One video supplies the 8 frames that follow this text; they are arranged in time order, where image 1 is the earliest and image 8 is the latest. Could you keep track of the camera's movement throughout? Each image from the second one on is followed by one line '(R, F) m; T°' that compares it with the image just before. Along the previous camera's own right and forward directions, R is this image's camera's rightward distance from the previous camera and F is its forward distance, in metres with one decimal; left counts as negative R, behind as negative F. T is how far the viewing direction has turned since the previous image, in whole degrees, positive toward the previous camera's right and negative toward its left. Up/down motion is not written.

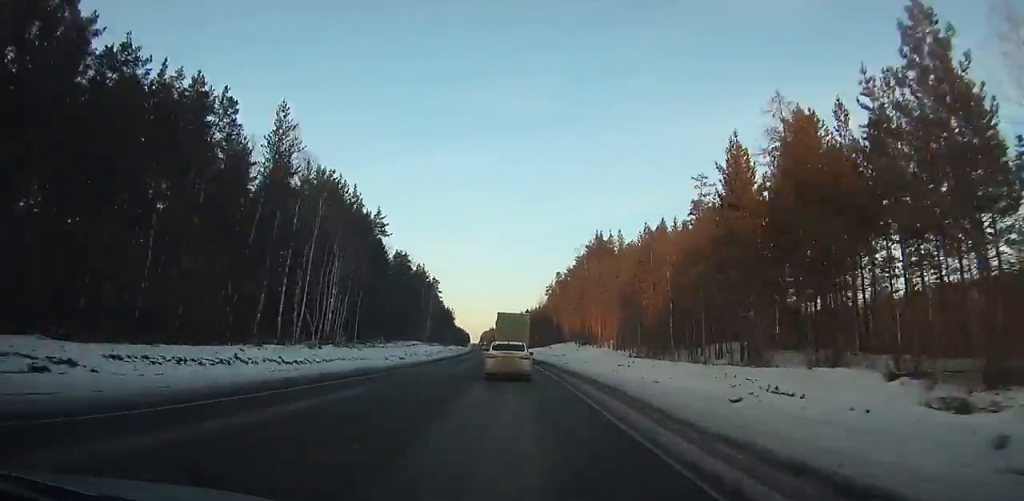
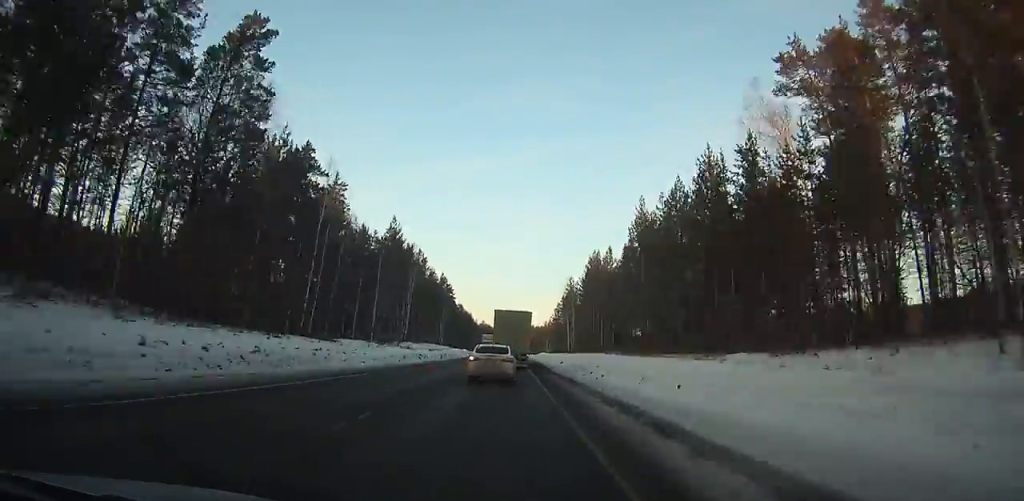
(-5.4, +161.6) m; -3°
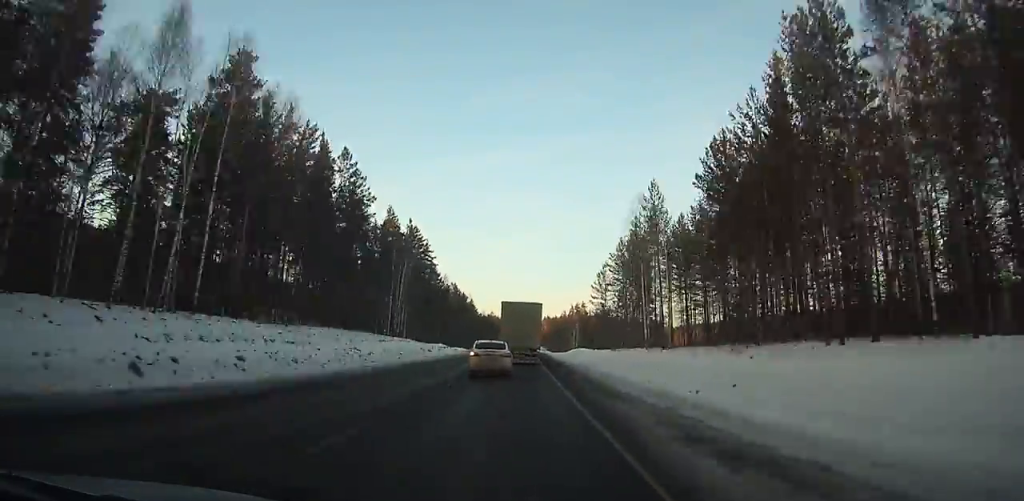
(-0.6, +69.2) m; -1°
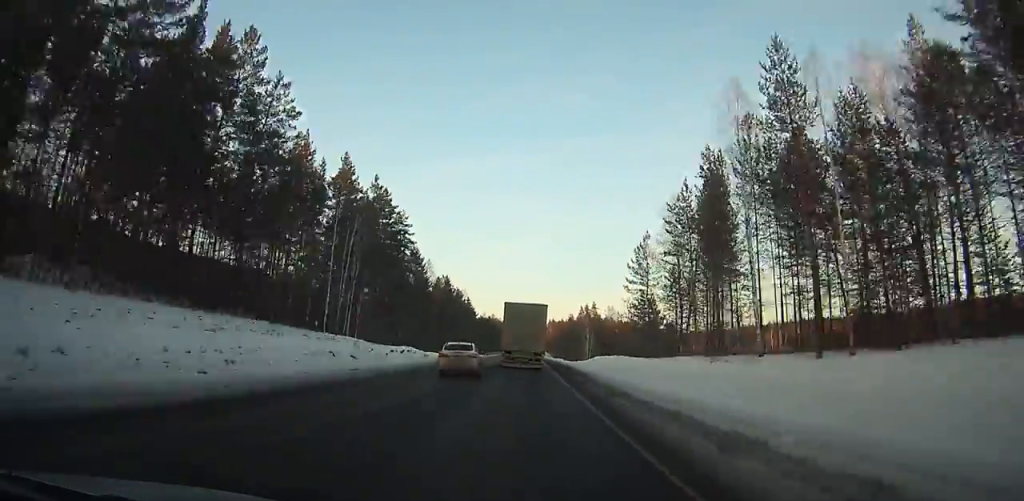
(-0.3, +30.7) m; 0°
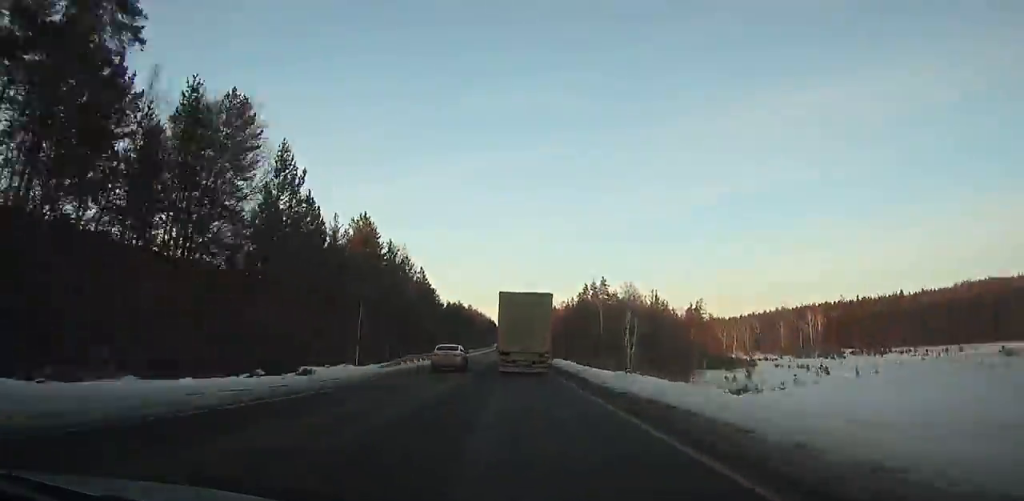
(+0.4, +72.8) m; 0°
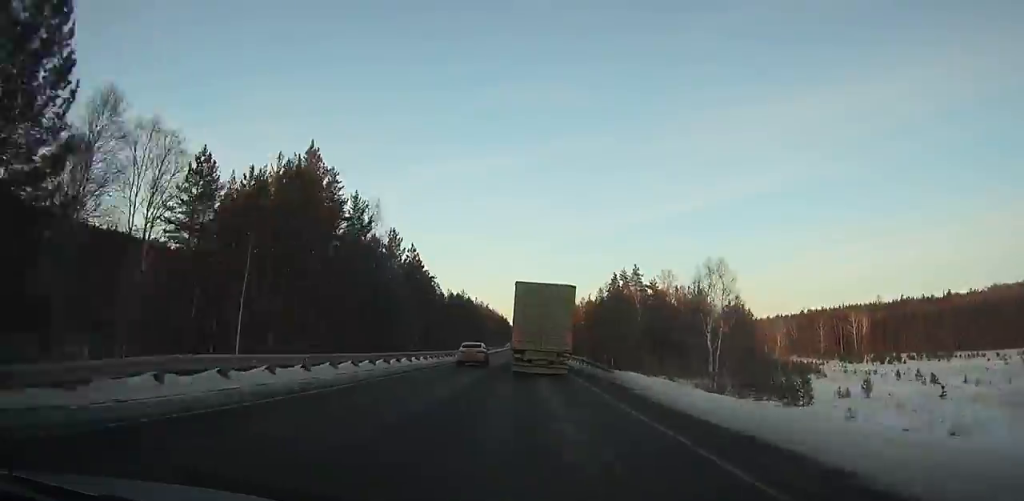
(0.0, +30.6) m; 0°
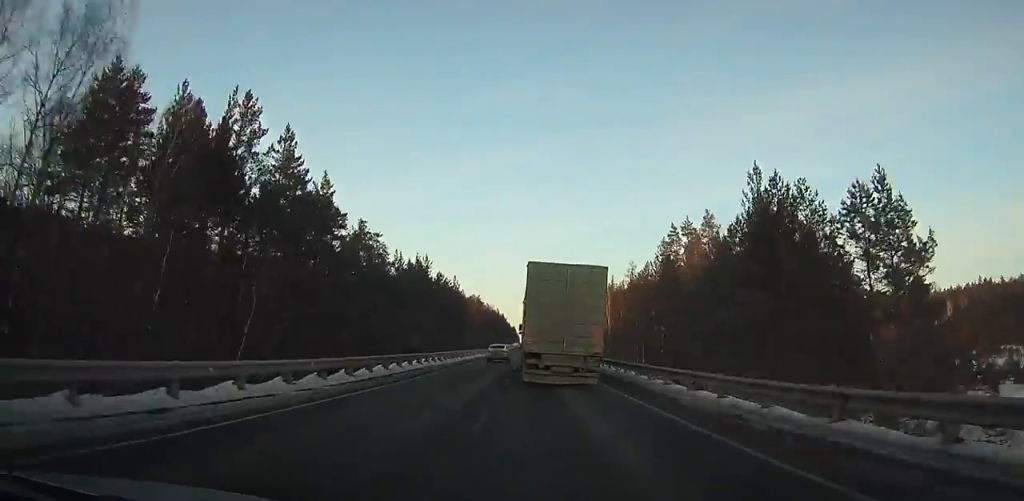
(-0.3, +65.3) m; 0°
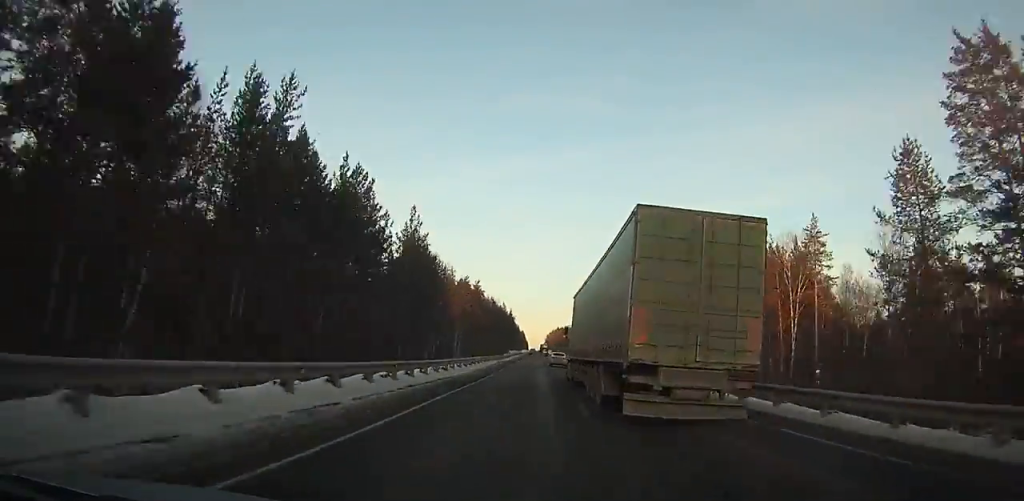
(-0.1, +70.3) m; 0°
